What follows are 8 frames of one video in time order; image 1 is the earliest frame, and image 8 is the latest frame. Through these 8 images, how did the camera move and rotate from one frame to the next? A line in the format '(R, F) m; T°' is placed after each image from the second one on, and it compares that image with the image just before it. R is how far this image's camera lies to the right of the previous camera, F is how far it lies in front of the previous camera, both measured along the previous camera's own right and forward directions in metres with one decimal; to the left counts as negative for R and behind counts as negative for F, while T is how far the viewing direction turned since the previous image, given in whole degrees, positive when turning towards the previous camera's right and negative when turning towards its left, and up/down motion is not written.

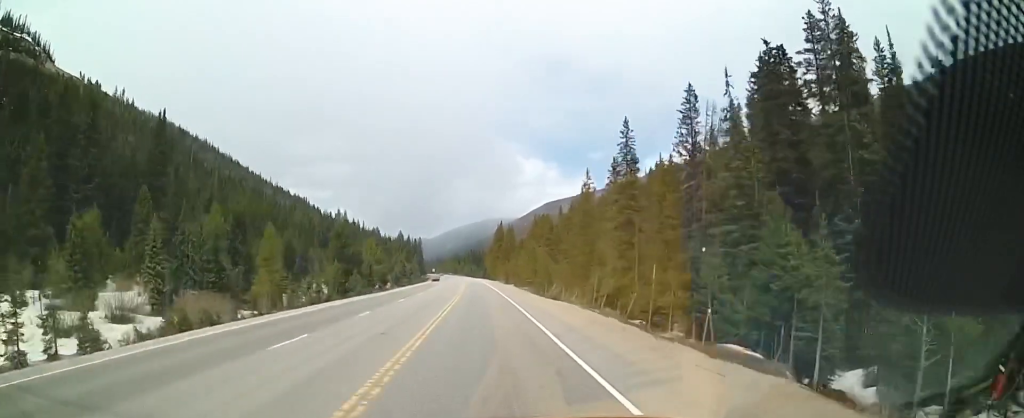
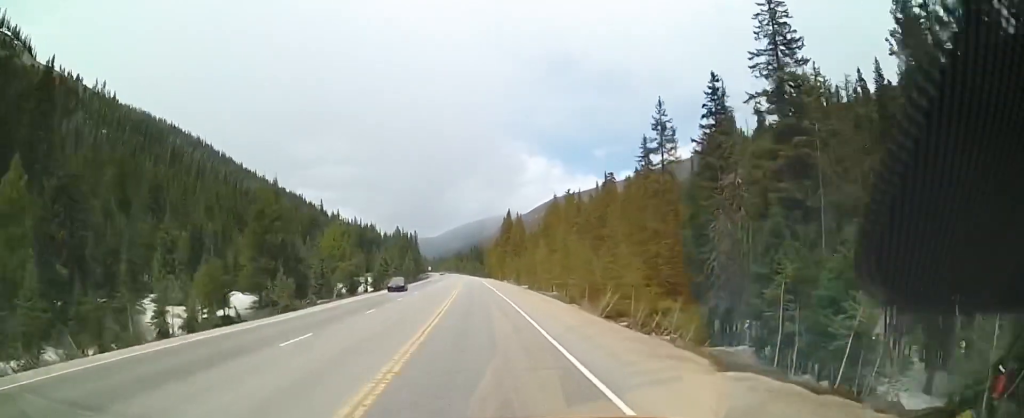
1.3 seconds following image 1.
(-0.7, +34.1) m; -2°
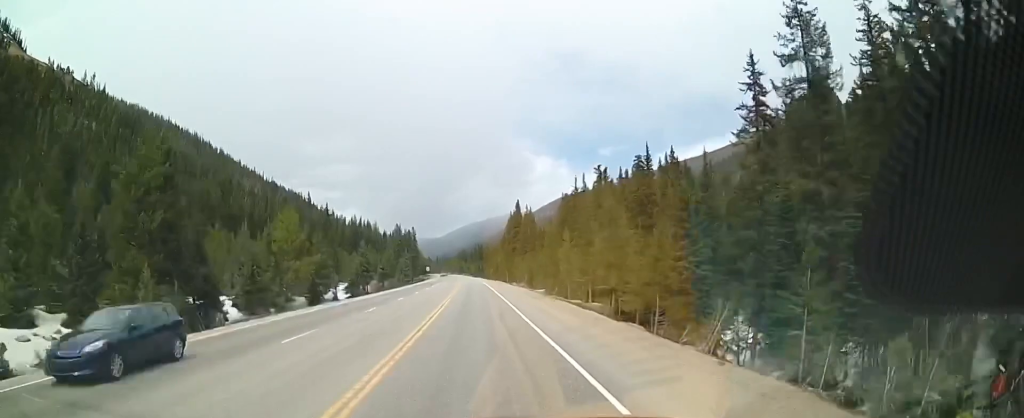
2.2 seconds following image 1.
(-0.2, +23.5) m; 0°
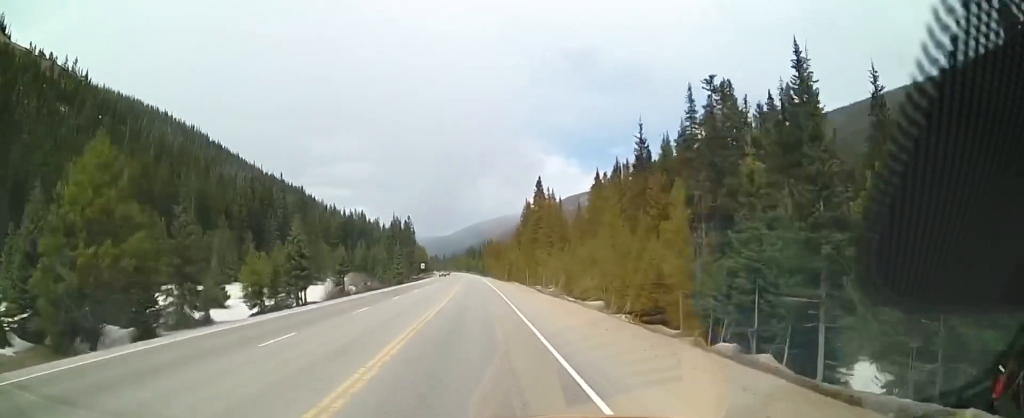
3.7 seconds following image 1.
(+0.7, +37.9) m; 0°
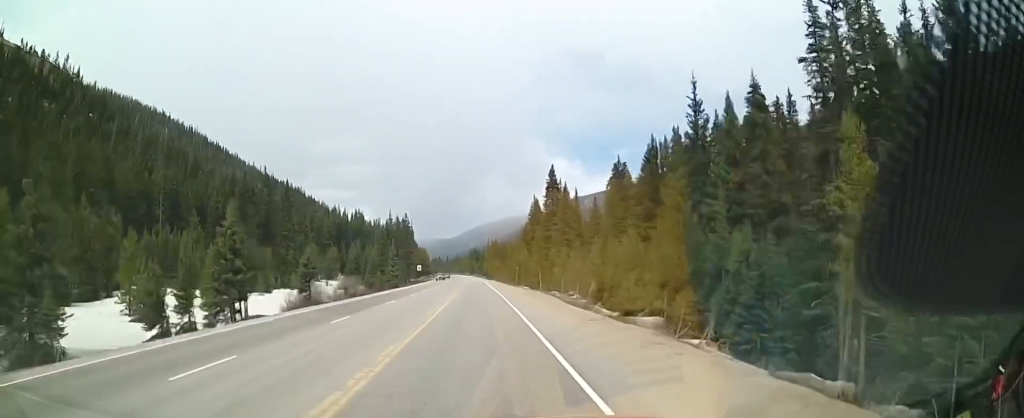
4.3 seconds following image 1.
(-0.1, +16.3) m; 0°
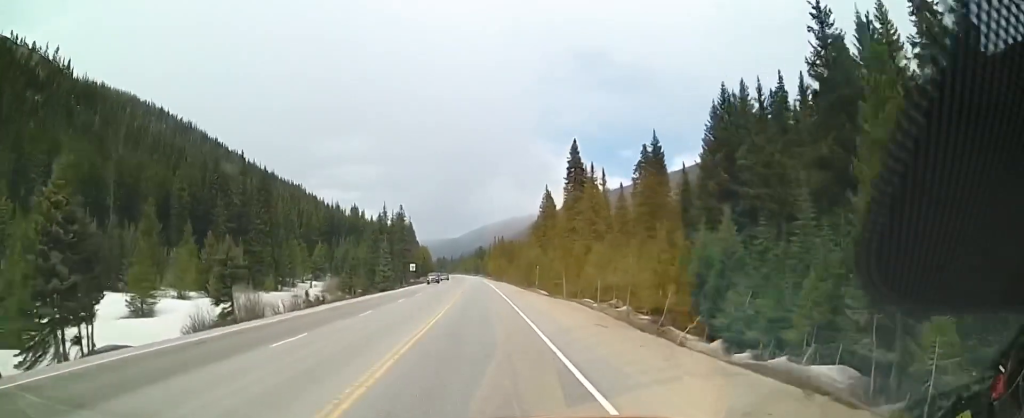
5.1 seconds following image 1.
(-0.3, +19.7) m; 0°
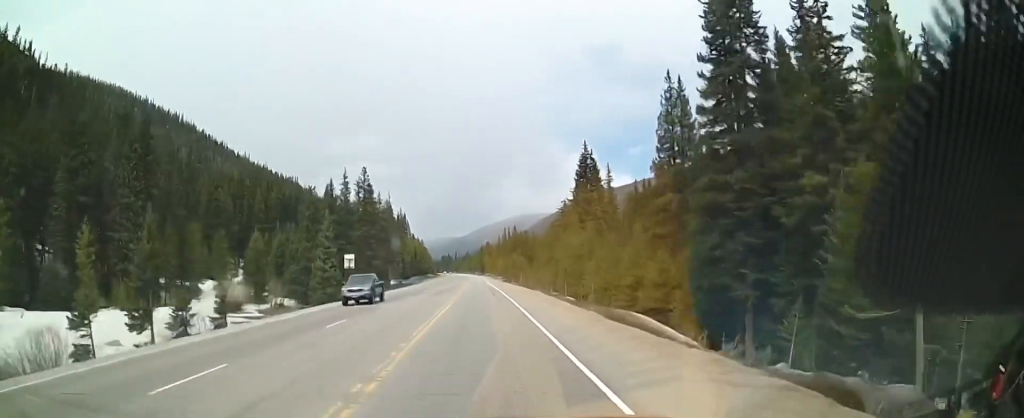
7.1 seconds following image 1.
(+0.2, +52.5) m; -1°
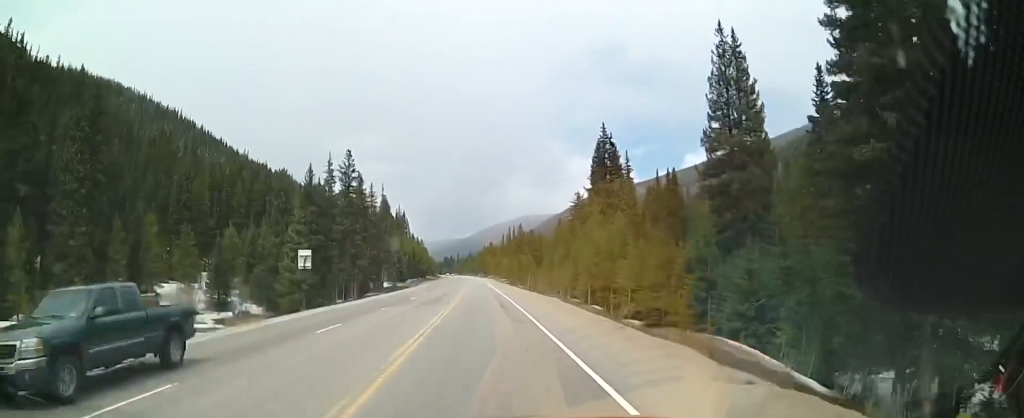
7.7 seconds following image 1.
(-0.2, +13.4) m; 0°
